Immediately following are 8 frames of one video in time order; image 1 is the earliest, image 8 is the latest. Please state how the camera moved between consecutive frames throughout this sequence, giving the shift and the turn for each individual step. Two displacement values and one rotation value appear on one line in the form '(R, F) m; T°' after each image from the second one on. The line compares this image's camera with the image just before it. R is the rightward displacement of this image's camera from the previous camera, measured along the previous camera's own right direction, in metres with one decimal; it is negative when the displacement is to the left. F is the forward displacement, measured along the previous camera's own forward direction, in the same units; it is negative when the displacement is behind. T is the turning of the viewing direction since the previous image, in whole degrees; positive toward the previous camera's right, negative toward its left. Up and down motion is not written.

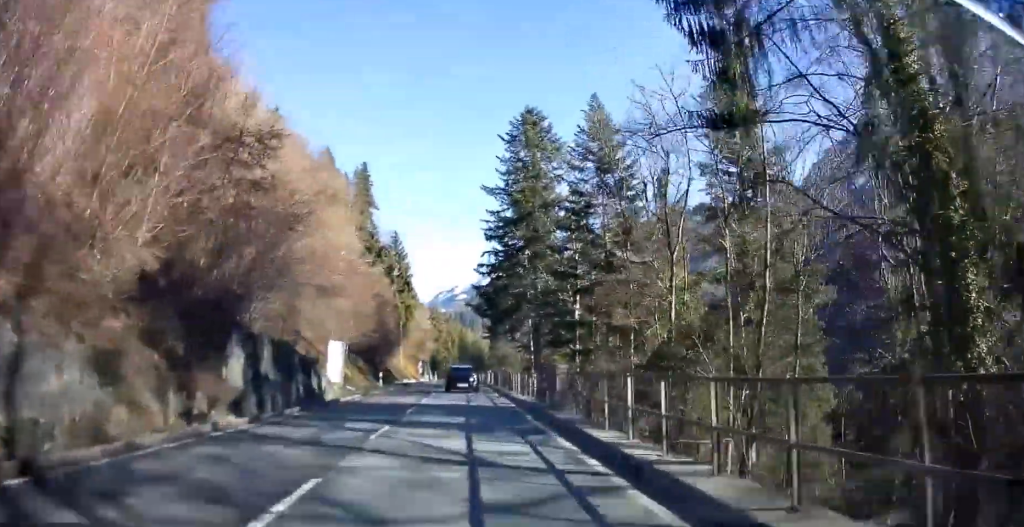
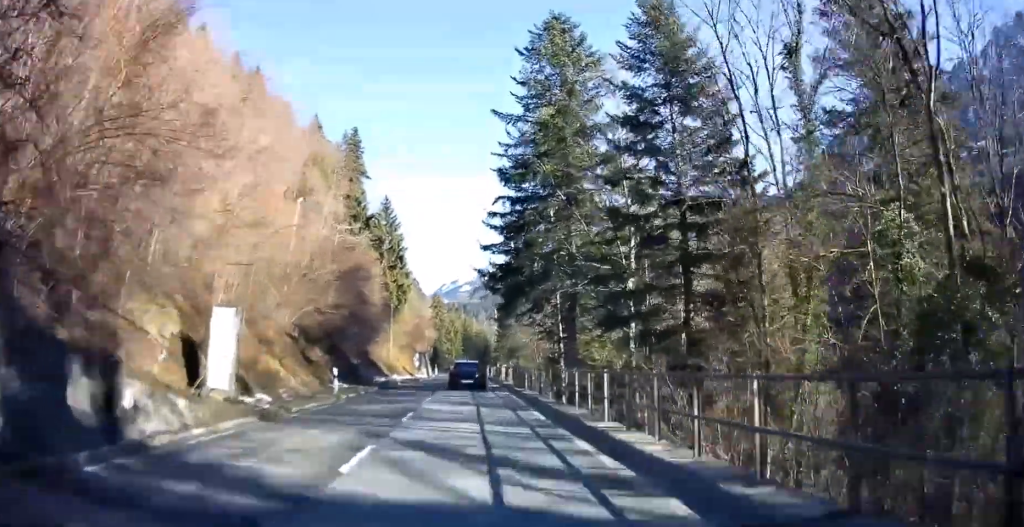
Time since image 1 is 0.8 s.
(-0.2, +15.1) m; -1°
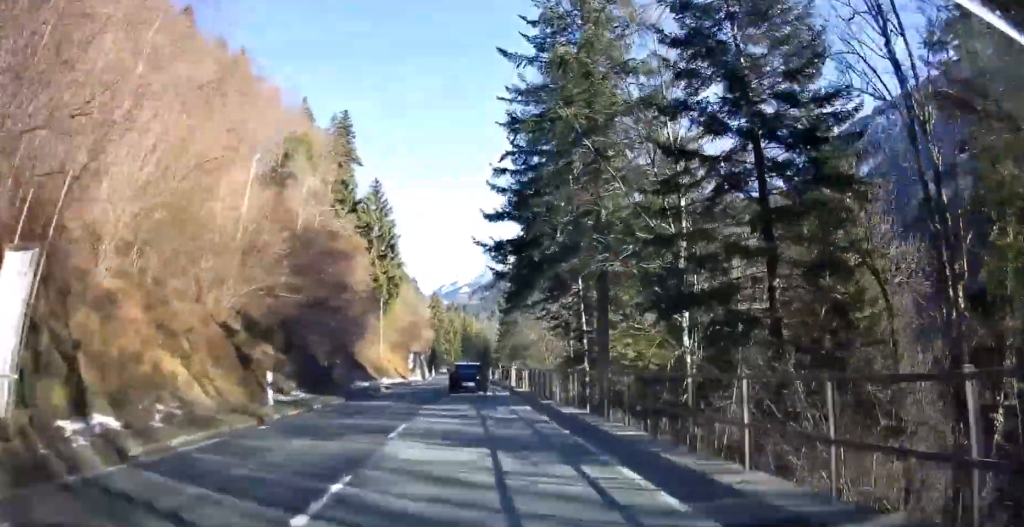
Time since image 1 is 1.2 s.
(0.0, +9.1) m; 0°
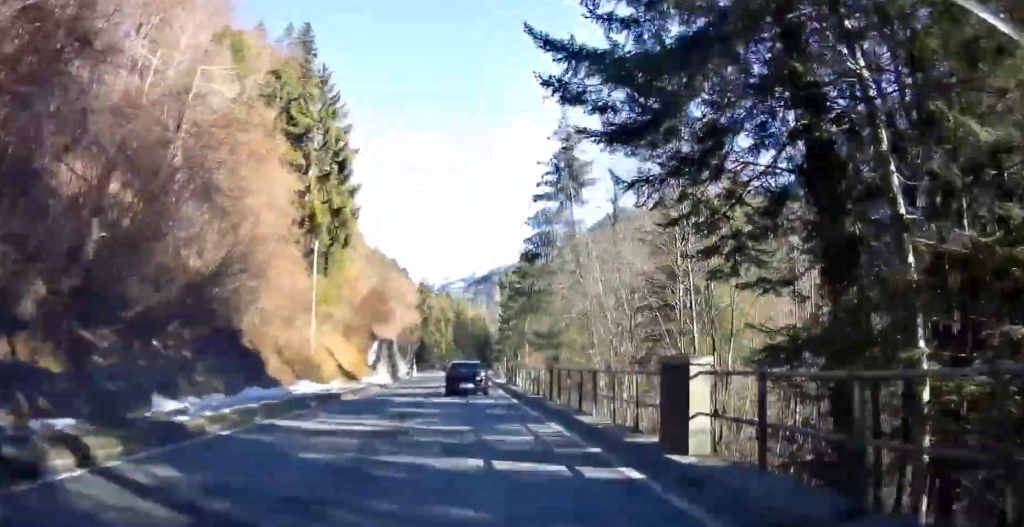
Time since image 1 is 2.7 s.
(+0.1, +27.4) m; +1°
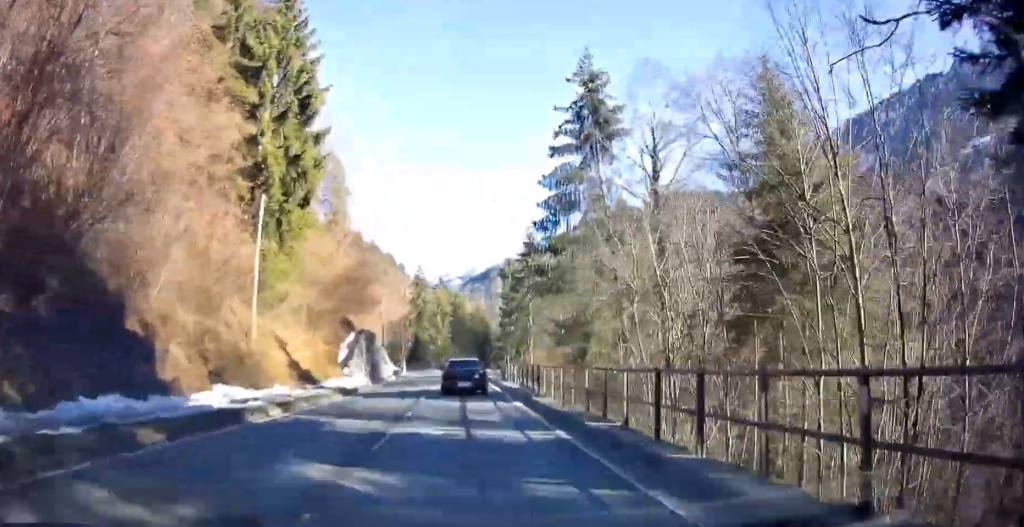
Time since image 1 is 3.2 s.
(0.0, +10.0) m; 0°
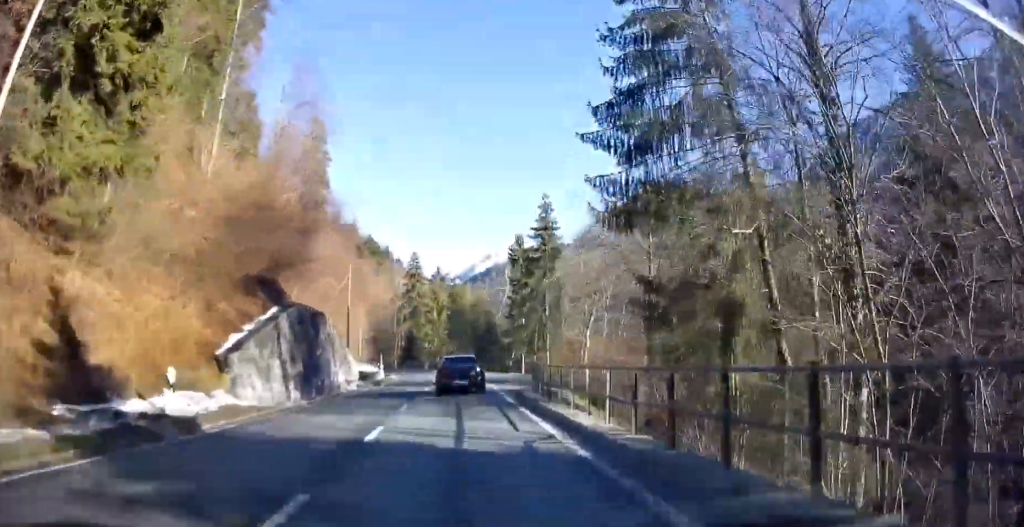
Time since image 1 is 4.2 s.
(-0.1, +17.8) m; -1°
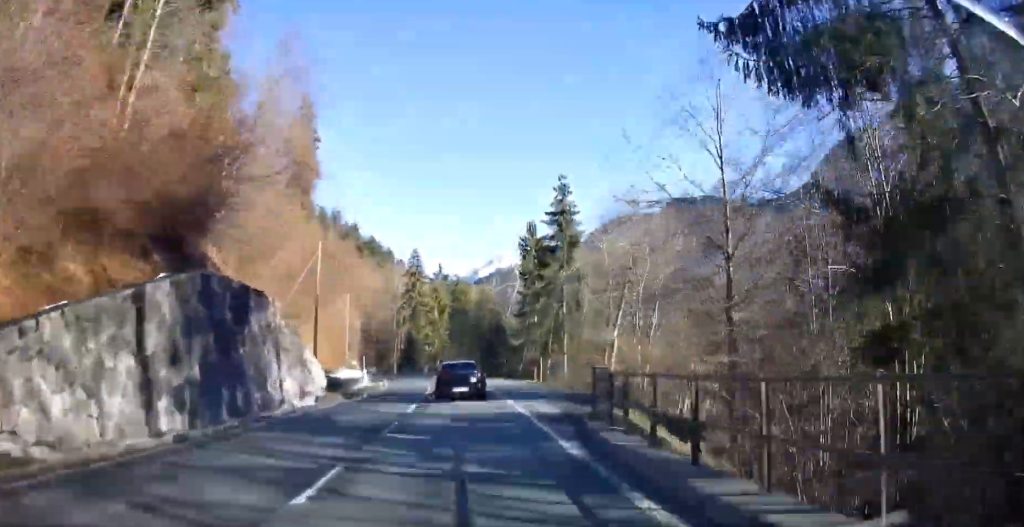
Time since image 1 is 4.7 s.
(0.0, +10.2) m; 0°
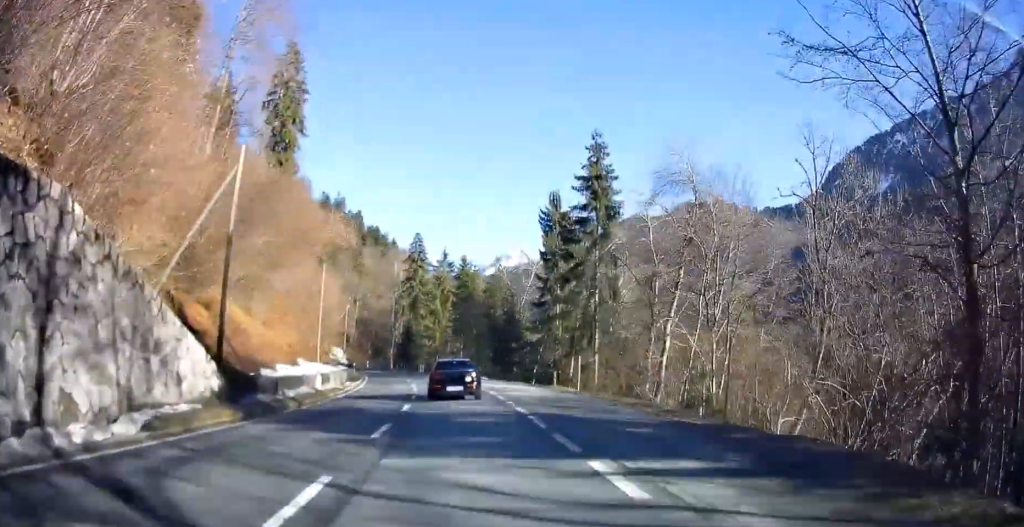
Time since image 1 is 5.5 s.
(-0.1, +13.0) m; -1°
